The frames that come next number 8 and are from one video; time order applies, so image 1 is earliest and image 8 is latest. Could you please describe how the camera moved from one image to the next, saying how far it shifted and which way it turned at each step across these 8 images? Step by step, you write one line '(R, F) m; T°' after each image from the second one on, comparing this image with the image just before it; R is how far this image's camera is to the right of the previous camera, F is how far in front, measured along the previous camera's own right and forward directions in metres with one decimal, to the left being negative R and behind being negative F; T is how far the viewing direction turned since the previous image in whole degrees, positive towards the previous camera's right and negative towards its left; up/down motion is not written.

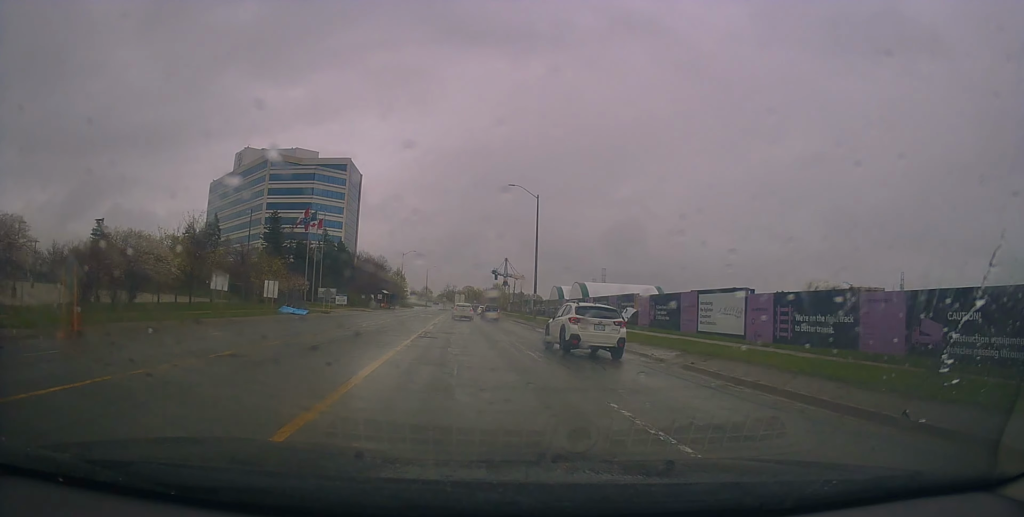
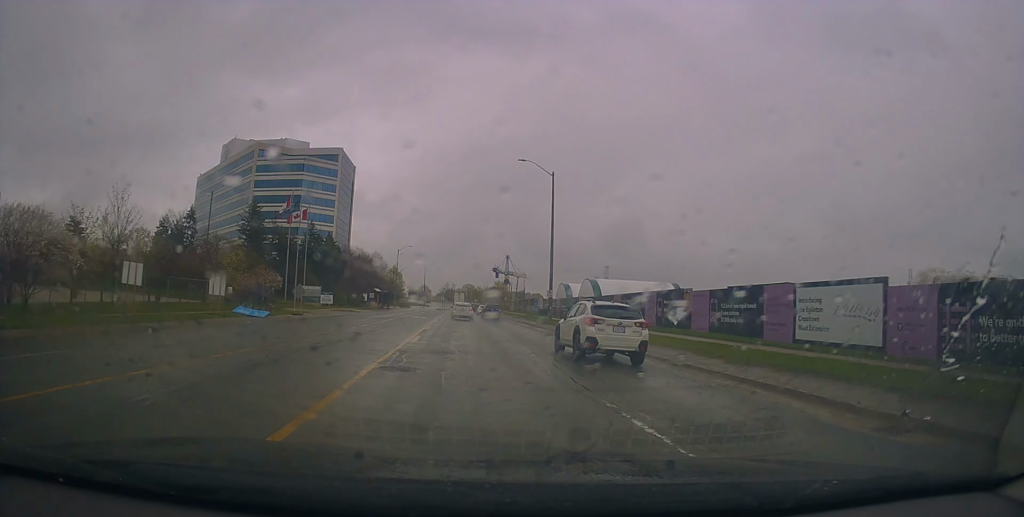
(+0.1, +9.7) m; 0°
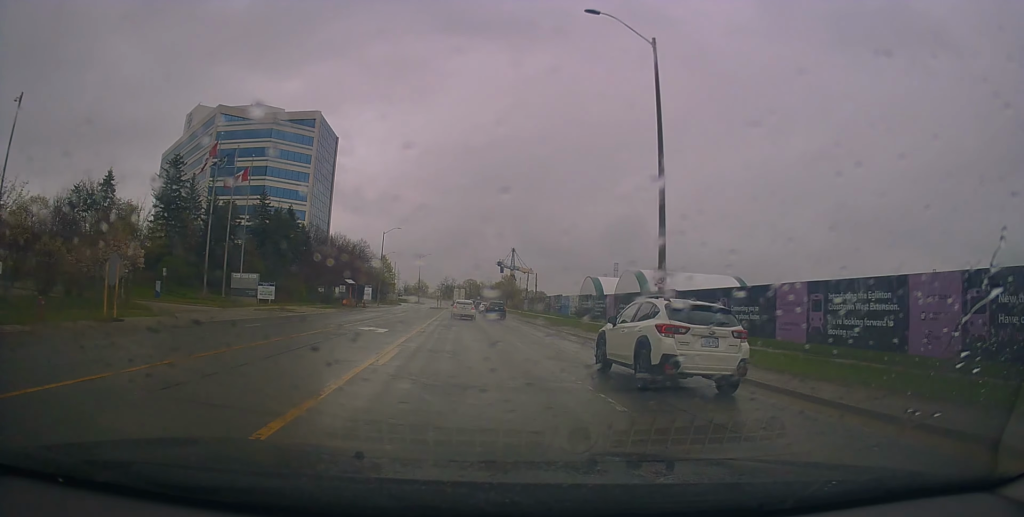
(0.0, +26.0) m; -1°
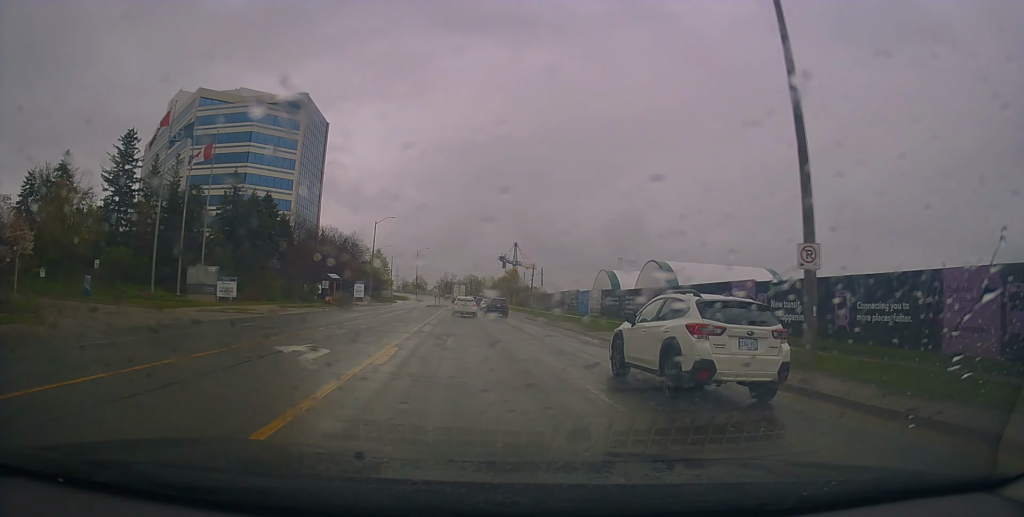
(-0.1, +10.7) m; -1°
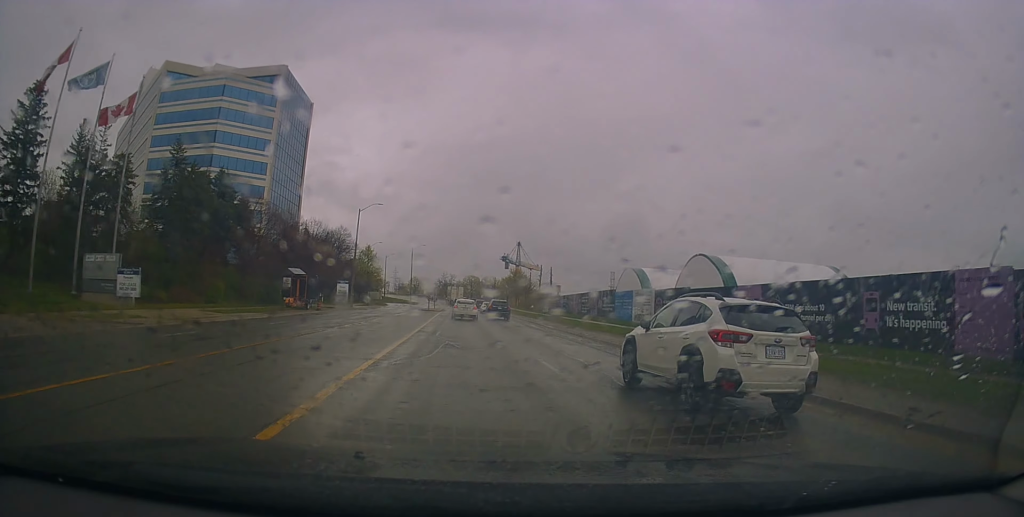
(0.0, +16.3) m; +1°
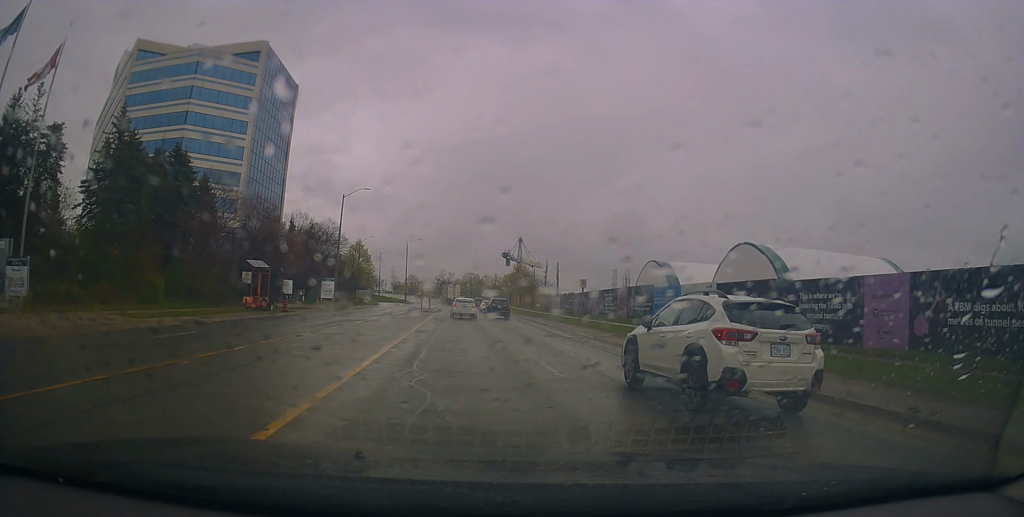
(+0.2, +10.4) m; 0°
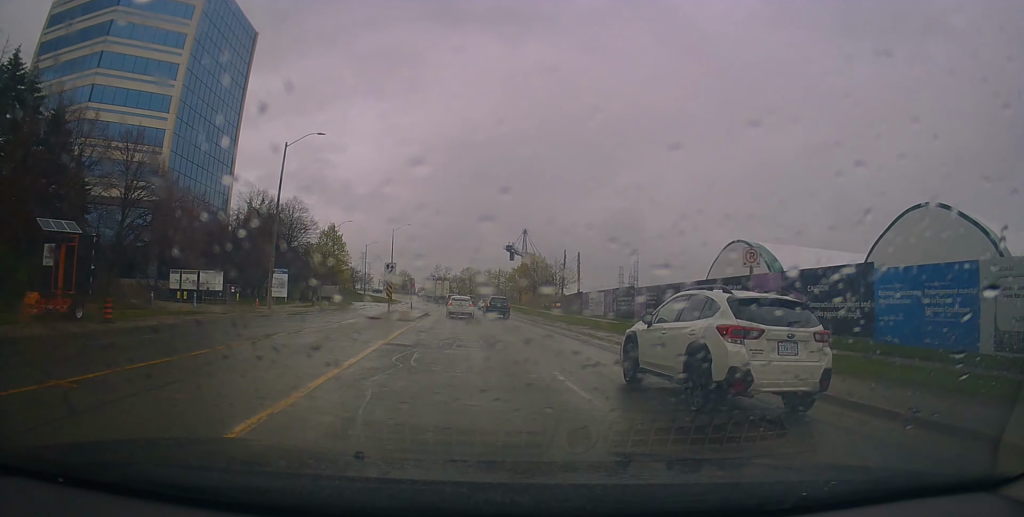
(+0.1, +23.6) m; 0°
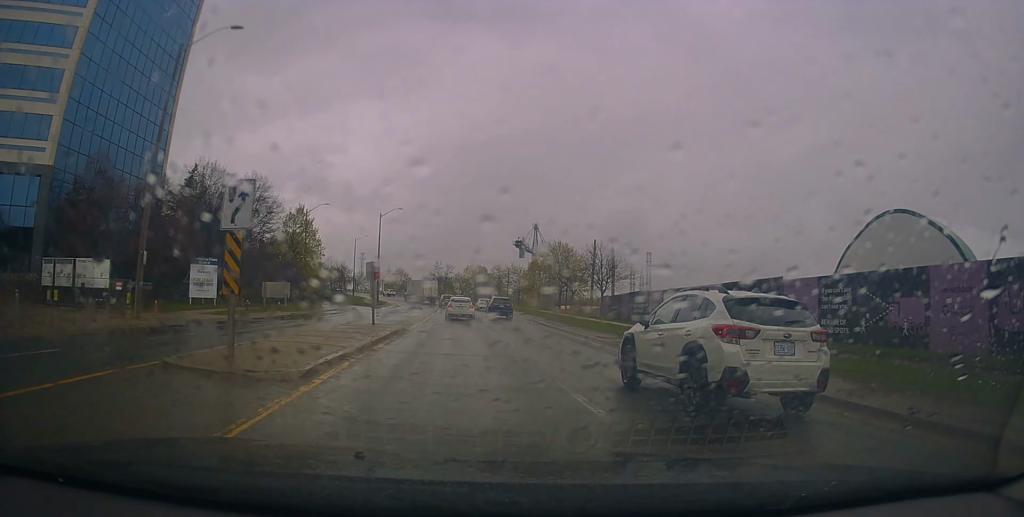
(-0.1, +20.4) m; 0°
